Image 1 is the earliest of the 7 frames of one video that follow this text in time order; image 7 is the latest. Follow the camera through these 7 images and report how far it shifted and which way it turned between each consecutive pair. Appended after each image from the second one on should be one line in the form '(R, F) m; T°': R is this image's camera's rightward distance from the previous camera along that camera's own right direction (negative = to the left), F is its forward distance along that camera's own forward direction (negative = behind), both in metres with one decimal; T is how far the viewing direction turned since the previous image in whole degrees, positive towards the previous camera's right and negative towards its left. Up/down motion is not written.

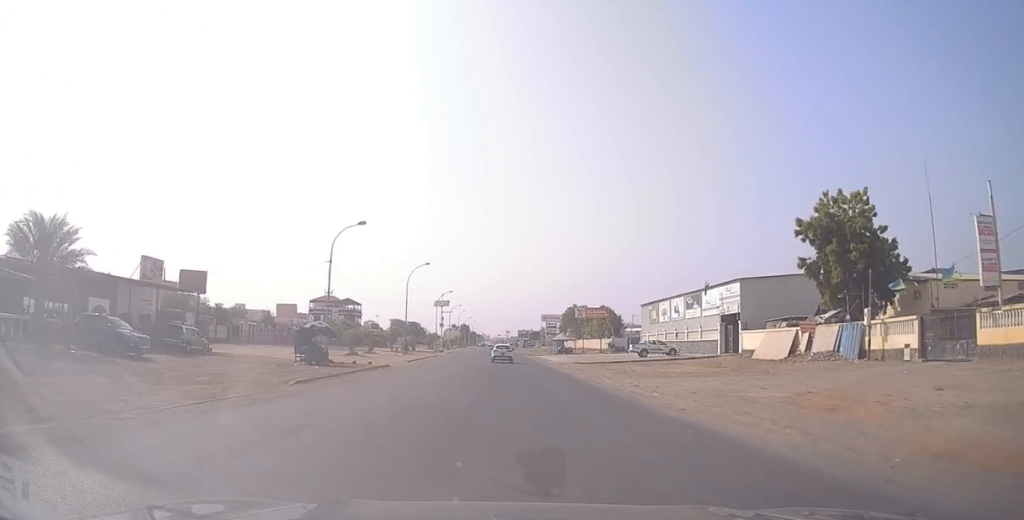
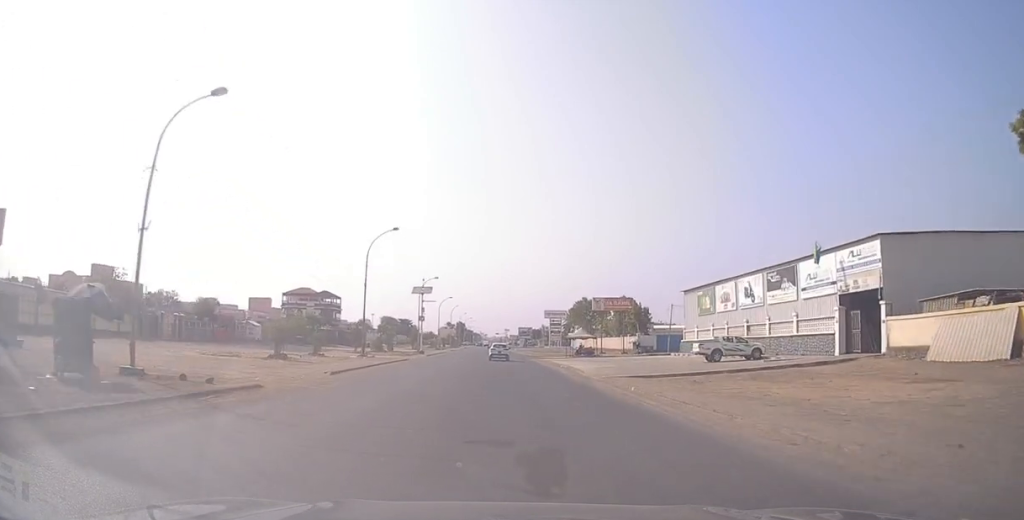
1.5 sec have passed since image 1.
(+0.4, +21.6) m; +1°
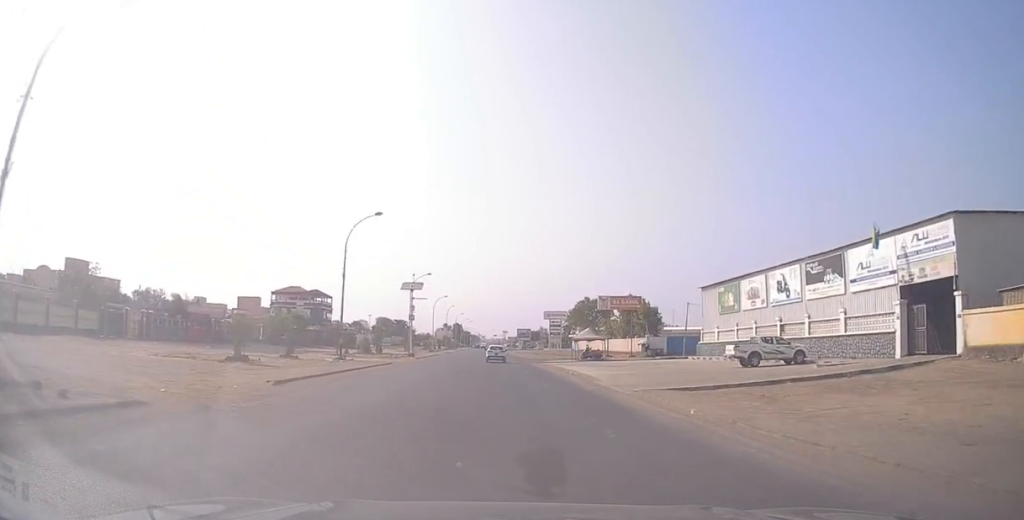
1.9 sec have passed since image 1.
(0.0, +7.0) m; 0°
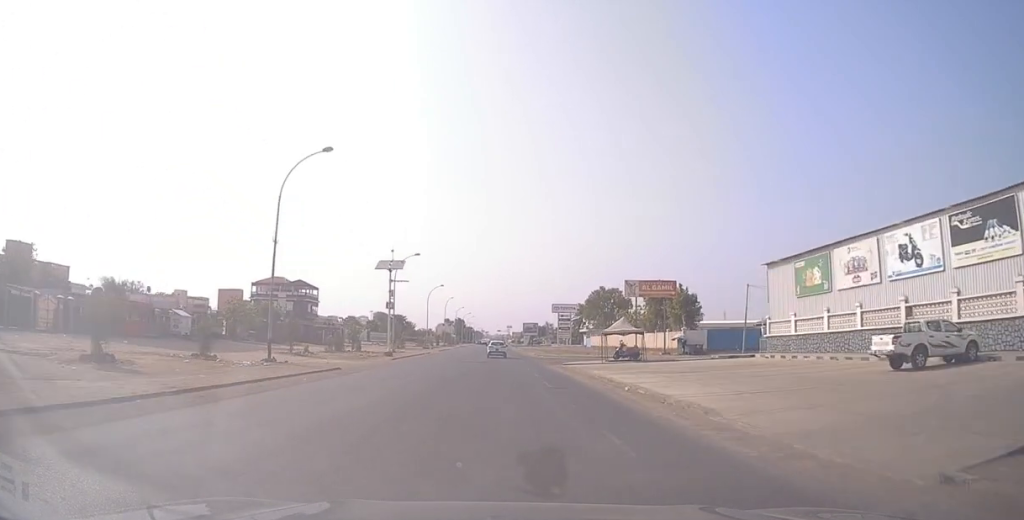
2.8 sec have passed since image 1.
(0.0, +17.3) m; 0°
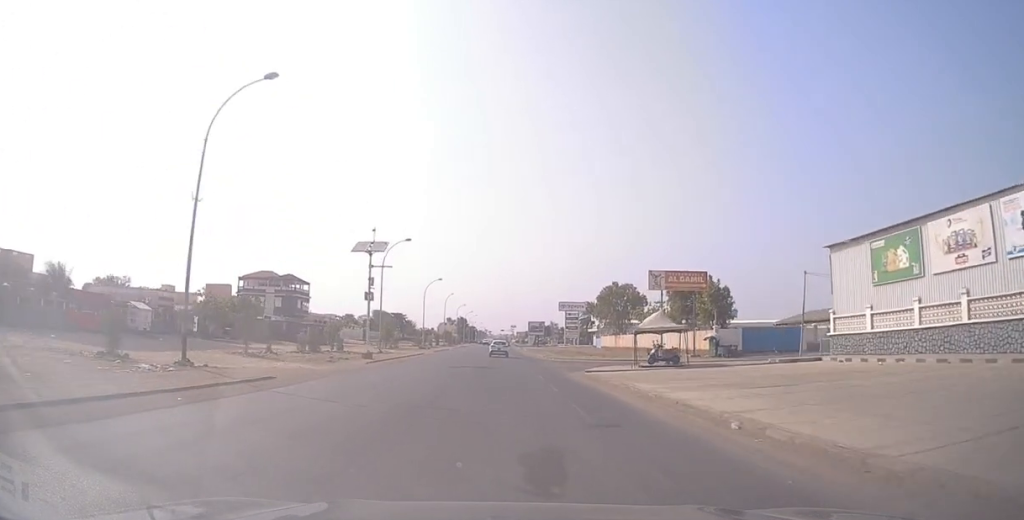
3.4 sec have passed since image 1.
(-0.1, +10.2) m; 0°
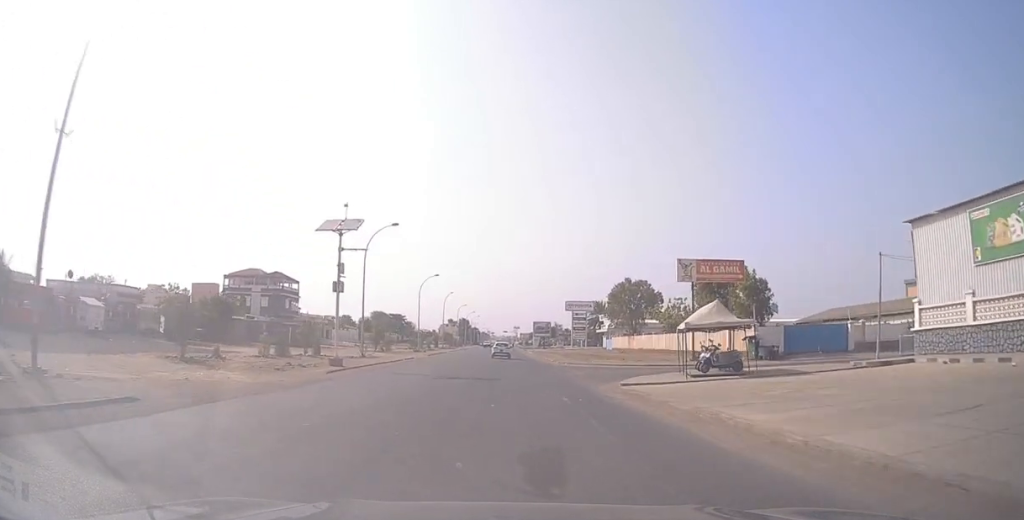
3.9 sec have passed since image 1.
(0.0, +9.5) m; -1°
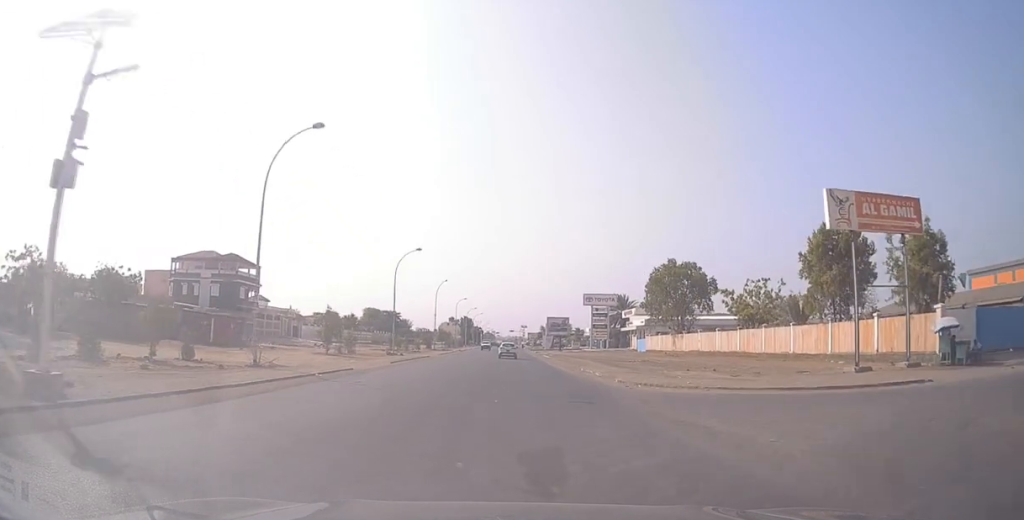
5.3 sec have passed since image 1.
(-0.5, +24.5) m; 0°
